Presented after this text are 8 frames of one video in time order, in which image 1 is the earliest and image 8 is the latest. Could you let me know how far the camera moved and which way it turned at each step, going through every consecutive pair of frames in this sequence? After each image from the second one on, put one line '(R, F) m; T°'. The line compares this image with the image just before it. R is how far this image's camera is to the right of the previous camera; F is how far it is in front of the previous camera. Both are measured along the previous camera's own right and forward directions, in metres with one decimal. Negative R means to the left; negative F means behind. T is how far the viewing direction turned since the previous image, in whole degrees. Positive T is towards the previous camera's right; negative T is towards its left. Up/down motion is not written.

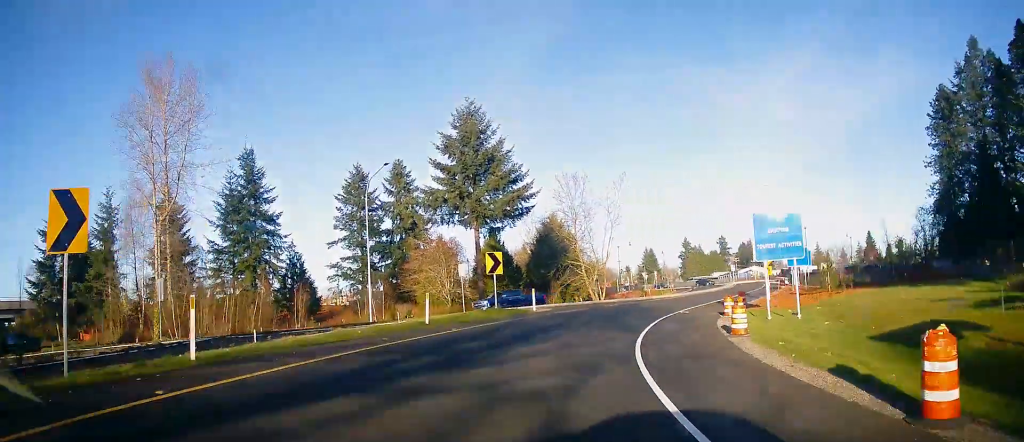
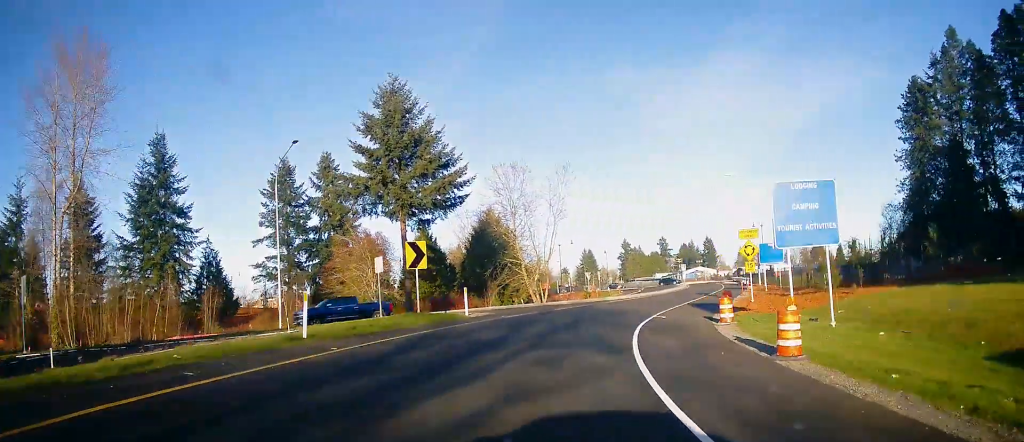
(+0.6, +7.1) m; +7°
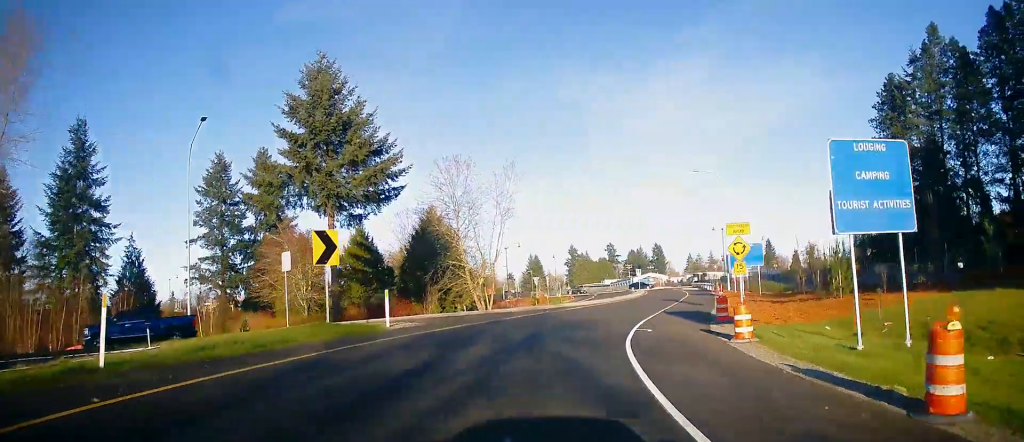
(+0.7, +6.1) m; +4°
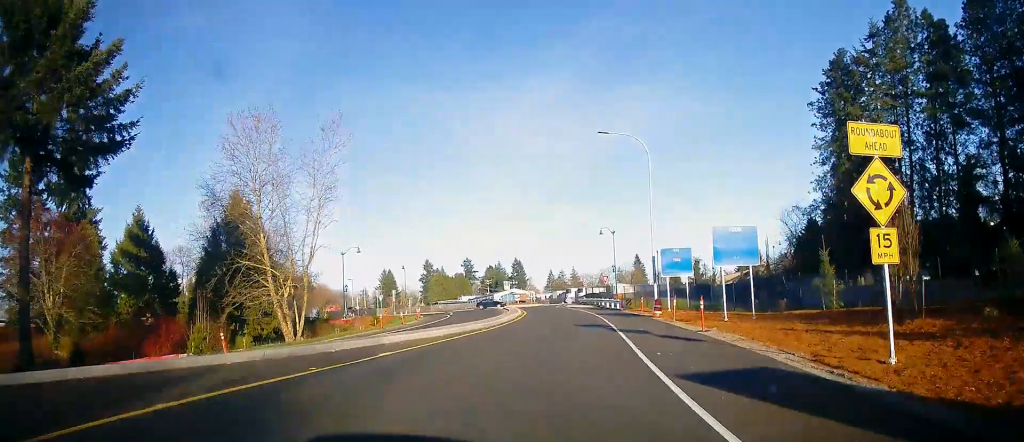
(+1.0, +20.2) m; +4°
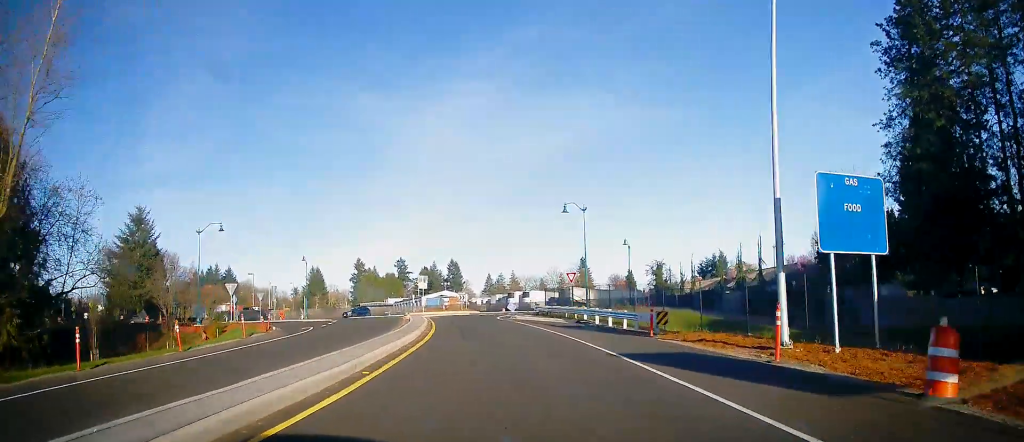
(+3.0, +25.8) m; +10°
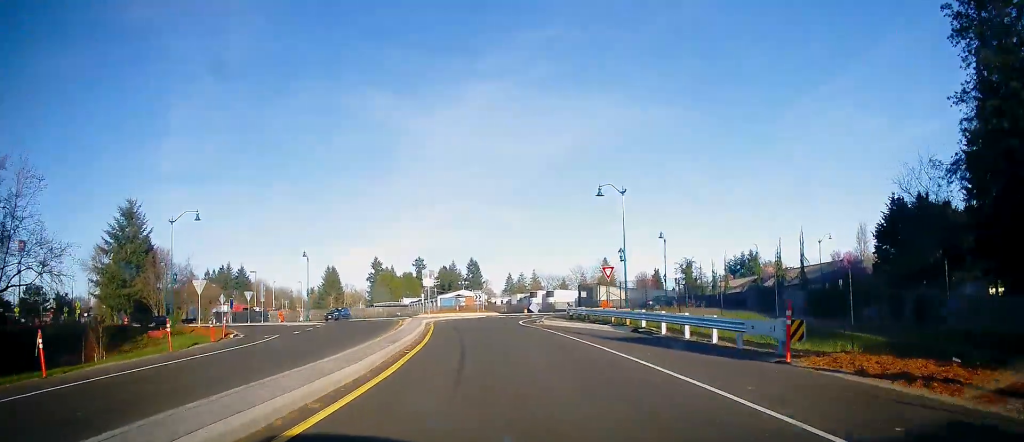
(-0.3, +8.9) m; -2°
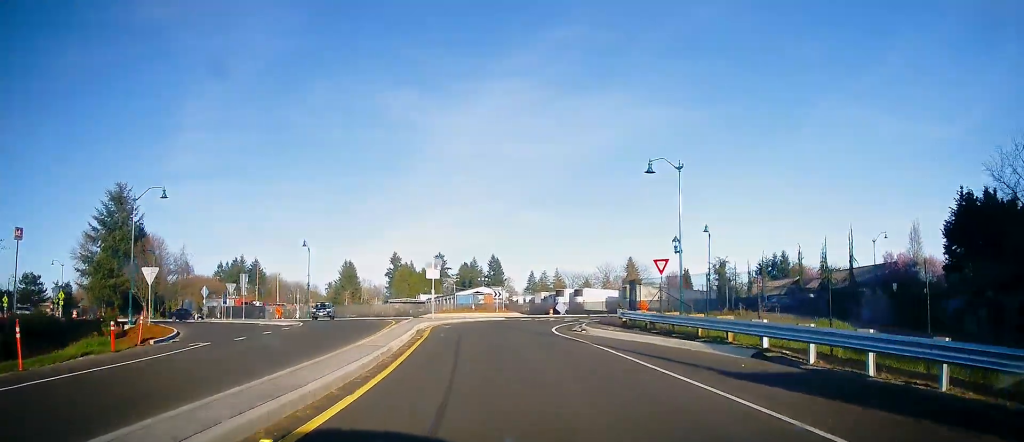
(0.0, +8.9) m; 0°
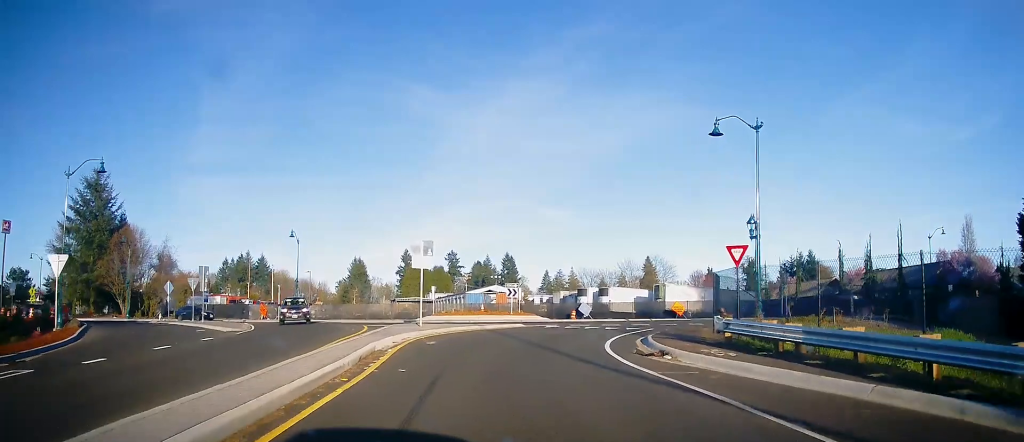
(0.0, +9.3) m; 0°
